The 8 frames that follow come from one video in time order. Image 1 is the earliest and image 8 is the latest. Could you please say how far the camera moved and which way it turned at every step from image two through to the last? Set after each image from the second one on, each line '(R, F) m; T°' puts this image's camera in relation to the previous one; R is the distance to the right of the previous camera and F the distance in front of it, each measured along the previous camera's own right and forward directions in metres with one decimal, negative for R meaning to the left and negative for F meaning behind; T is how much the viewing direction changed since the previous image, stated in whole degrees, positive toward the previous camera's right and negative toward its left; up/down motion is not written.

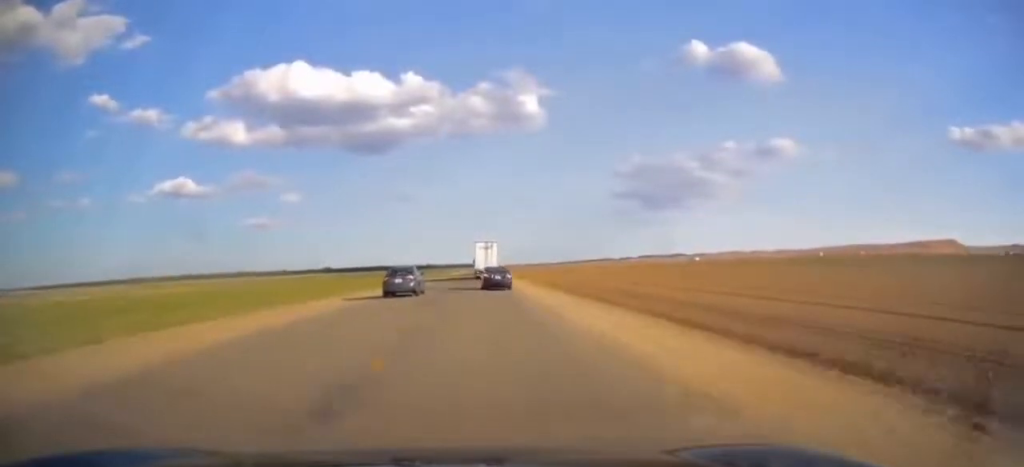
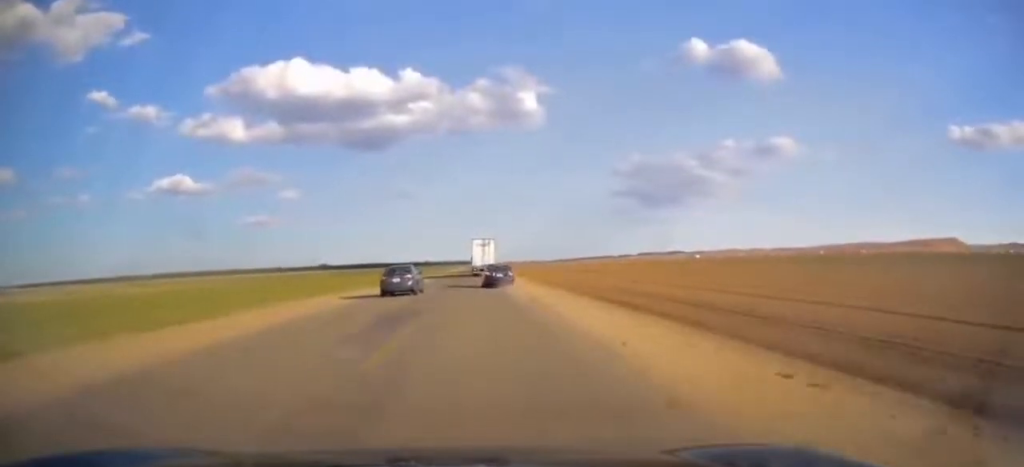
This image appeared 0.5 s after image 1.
(+0.2, +12.9) m; 0°
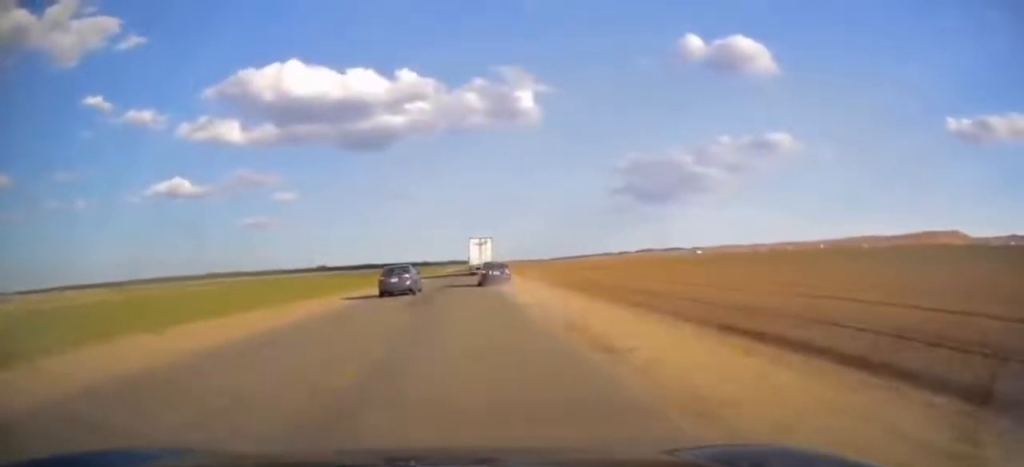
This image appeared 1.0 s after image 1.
(-0.3, +15.6) m; 0°
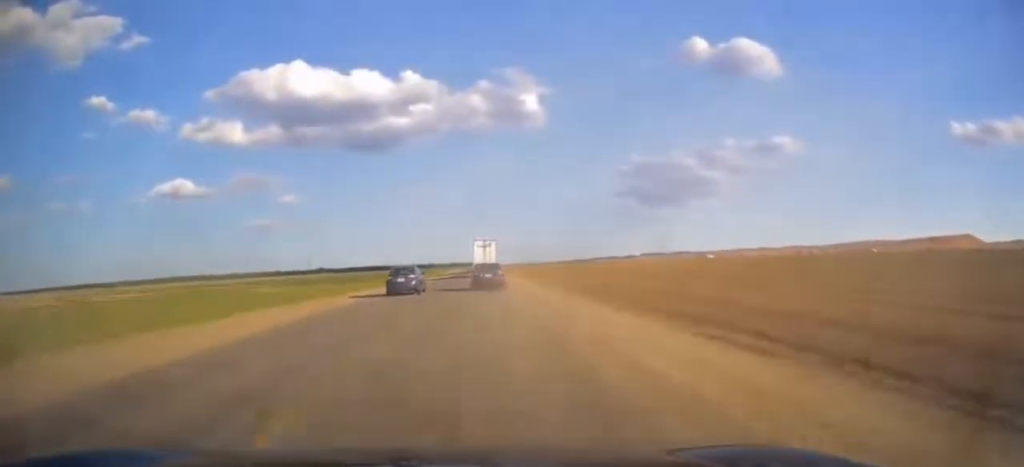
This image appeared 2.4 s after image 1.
(+0.1, +36.3) m; 0°
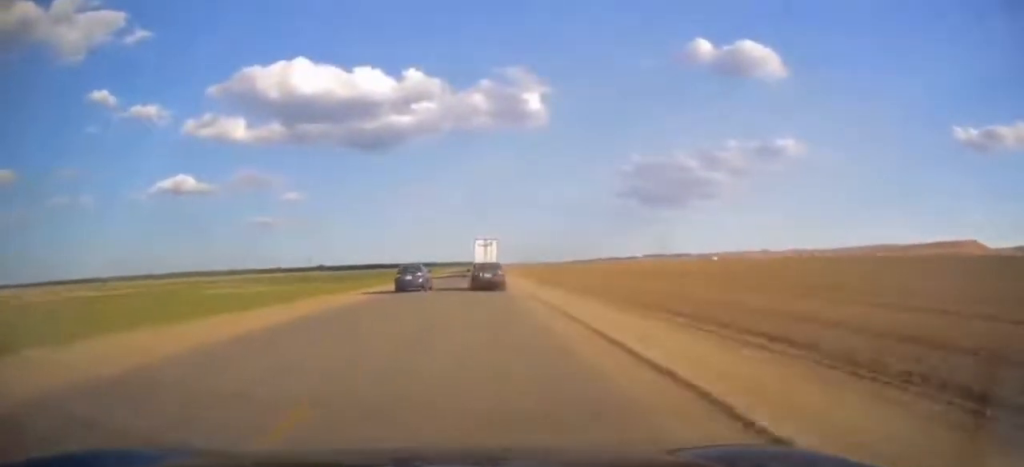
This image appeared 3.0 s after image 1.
(-0.1, +16.0) m; 0°
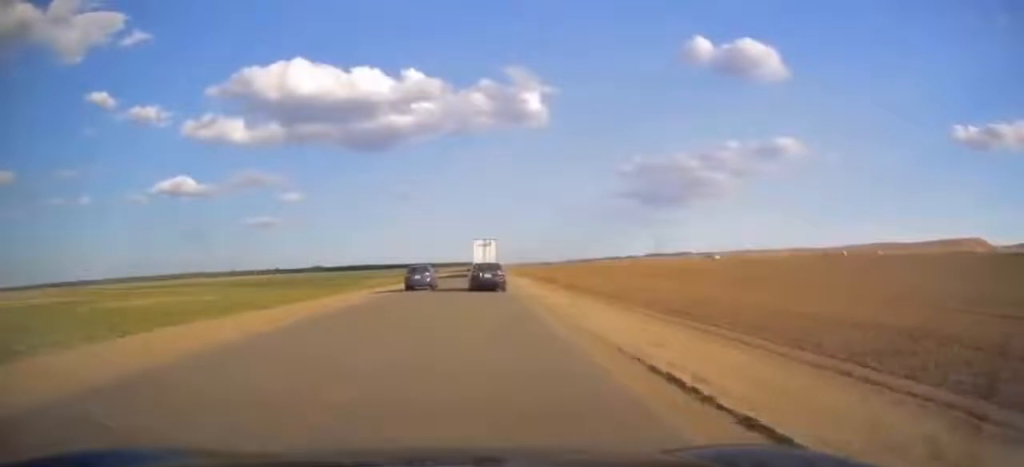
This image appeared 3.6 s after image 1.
(-0.1, +17.7) m; 0°
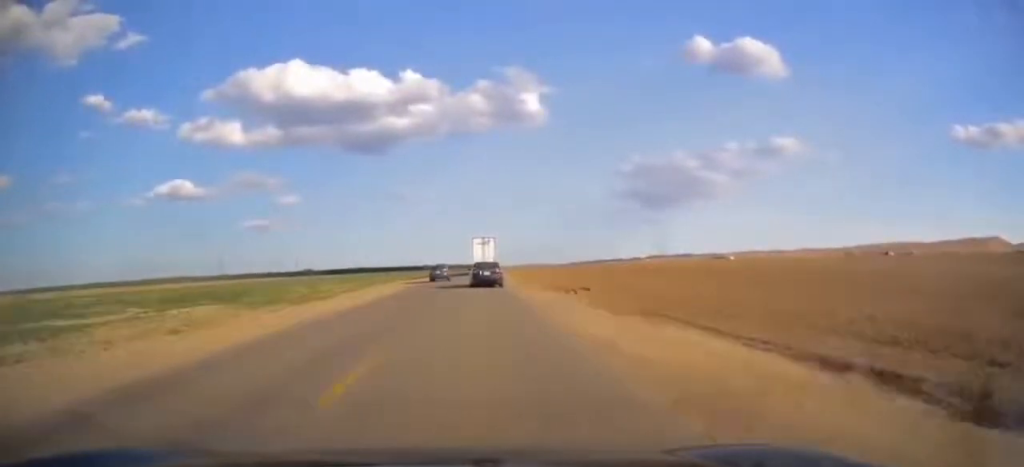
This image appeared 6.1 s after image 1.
(+0.5, +65.4) m; +1°
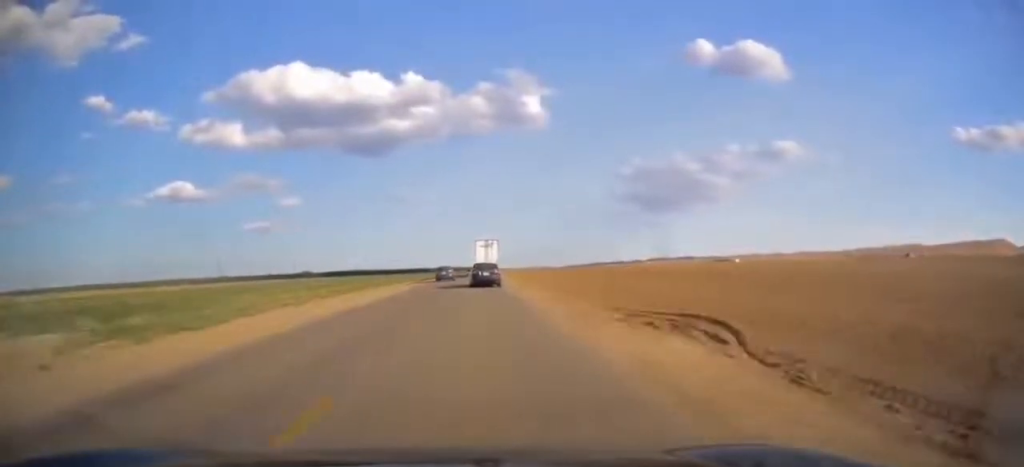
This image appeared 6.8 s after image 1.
(0.0, +18.3) m; 0°
